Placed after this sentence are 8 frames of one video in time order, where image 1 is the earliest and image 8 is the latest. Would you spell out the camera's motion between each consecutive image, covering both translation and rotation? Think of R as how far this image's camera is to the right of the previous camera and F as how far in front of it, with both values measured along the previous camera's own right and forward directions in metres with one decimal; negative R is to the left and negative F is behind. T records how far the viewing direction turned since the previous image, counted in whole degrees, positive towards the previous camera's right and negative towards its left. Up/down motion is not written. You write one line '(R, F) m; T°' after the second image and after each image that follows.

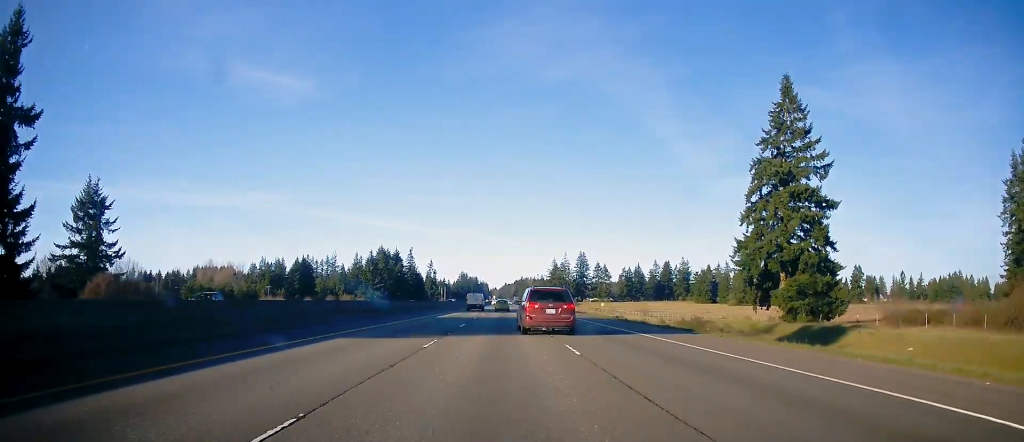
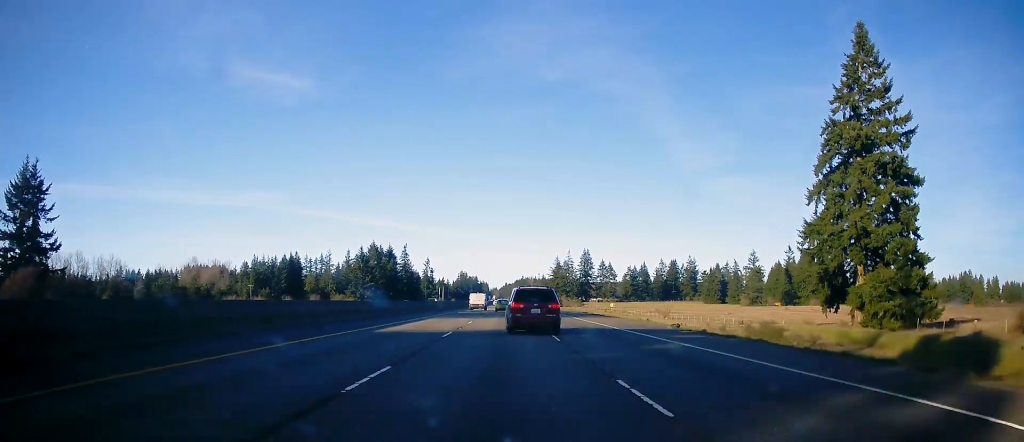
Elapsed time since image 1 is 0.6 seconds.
(+0.3, +19.6) m; 0°
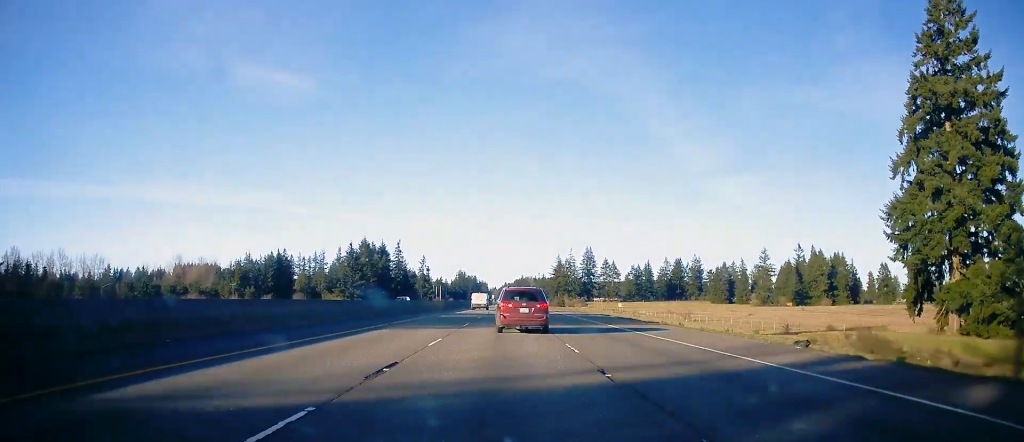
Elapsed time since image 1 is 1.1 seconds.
(-0.1, +16.4) m; 0°
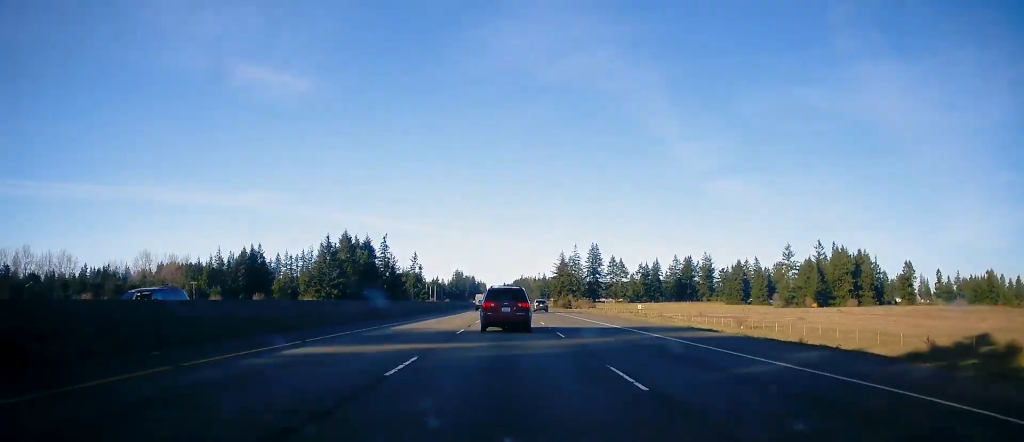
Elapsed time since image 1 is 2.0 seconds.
(-0.1, +30.5) m; 0°
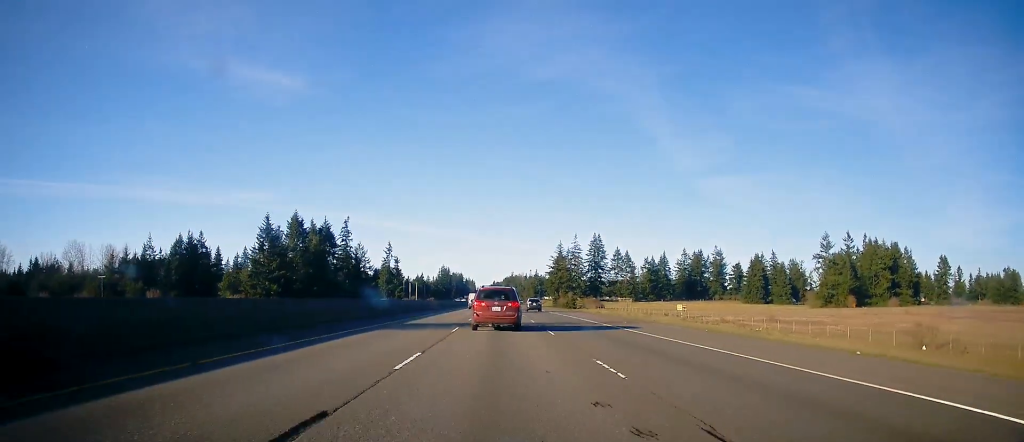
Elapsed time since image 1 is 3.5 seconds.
(+0.3, +47.9) m; 0°
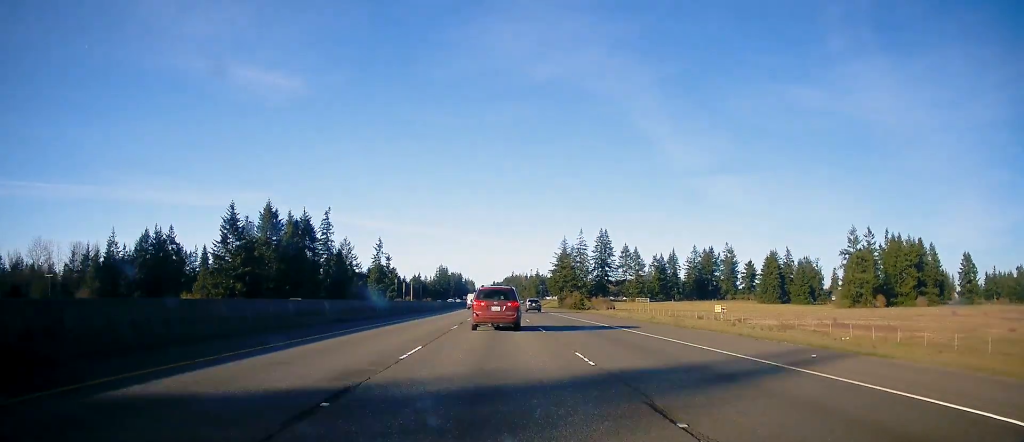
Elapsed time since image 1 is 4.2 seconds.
(-0.2, +22.6) m; 0°
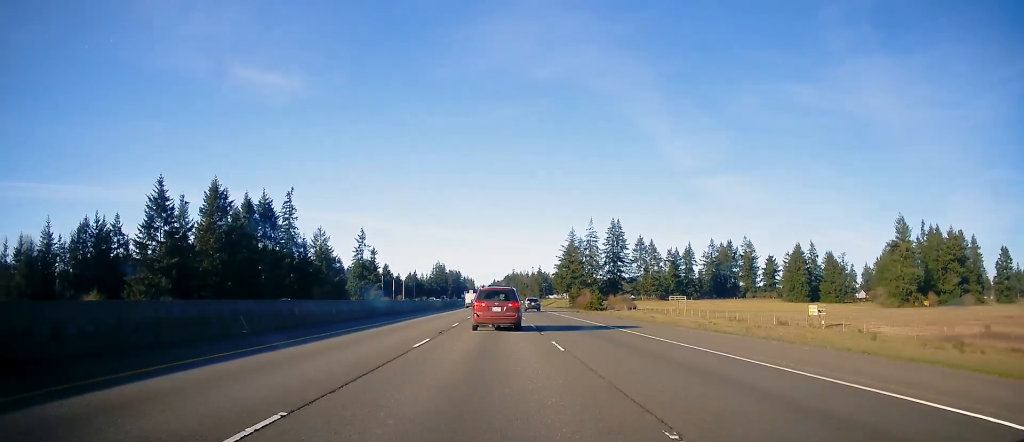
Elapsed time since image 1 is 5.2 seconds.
(+0.1, +33.1) m; +1°
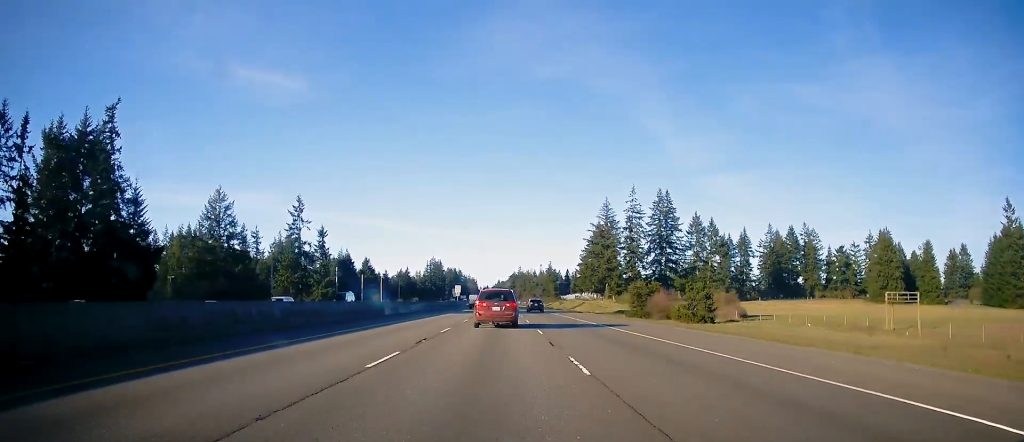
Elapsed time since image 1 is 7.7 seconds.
(0.0, +78.1) m; -1°
